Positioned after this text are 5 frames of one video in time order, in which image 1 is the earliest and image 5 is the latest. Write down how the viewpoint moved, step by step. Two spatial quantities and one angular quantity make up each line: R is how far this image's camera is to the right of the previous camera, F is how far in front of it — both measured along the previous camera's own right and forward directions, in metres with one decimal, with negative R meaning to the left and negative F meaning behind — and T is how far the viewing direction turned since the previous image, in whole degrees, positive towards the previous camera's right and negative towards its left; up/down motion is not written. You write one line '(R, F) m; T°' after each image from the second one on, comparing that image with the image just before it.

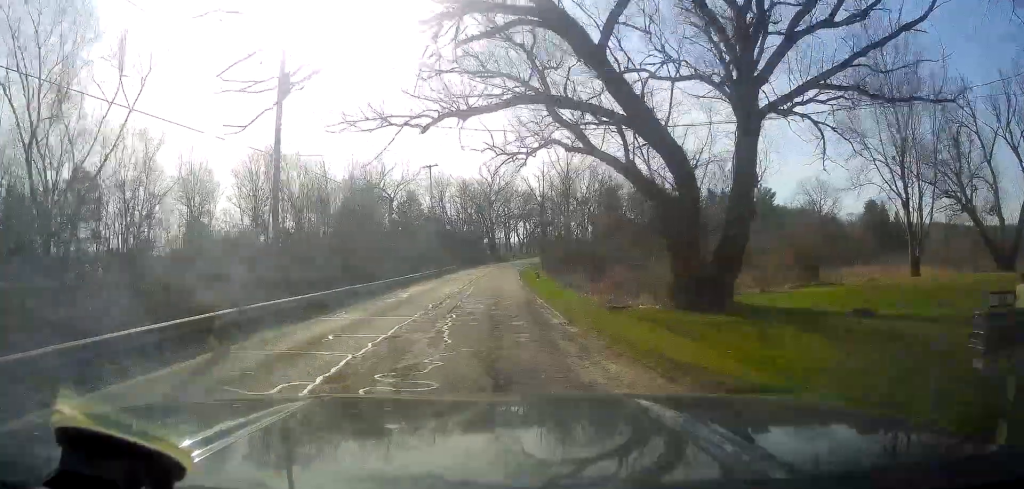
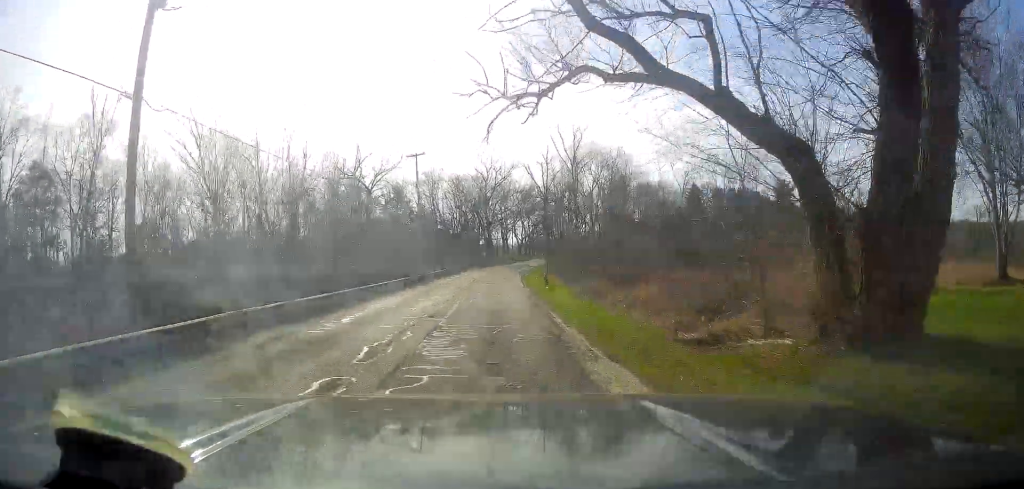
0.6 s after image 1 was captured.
(-0.4, +10.6) m; +1°
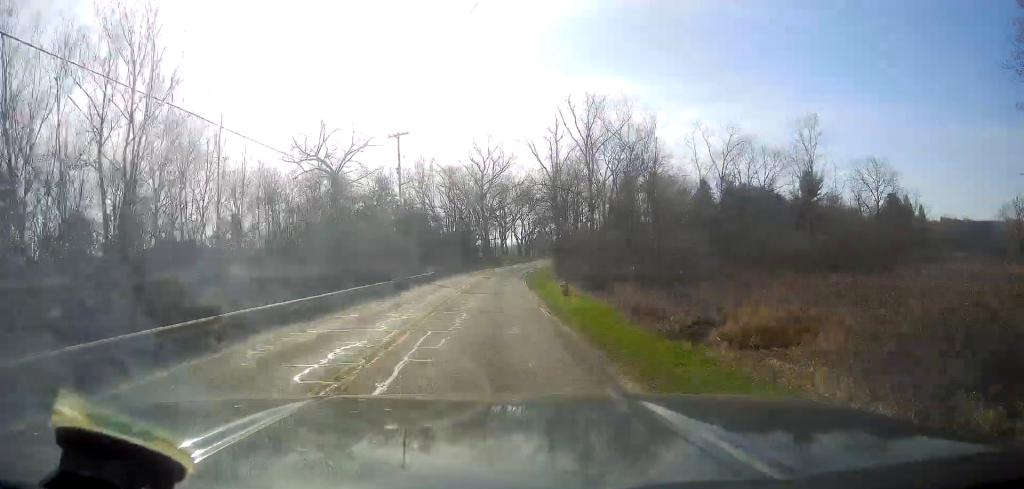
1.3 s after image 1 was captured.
(+0.2, +11.9) m; +1°
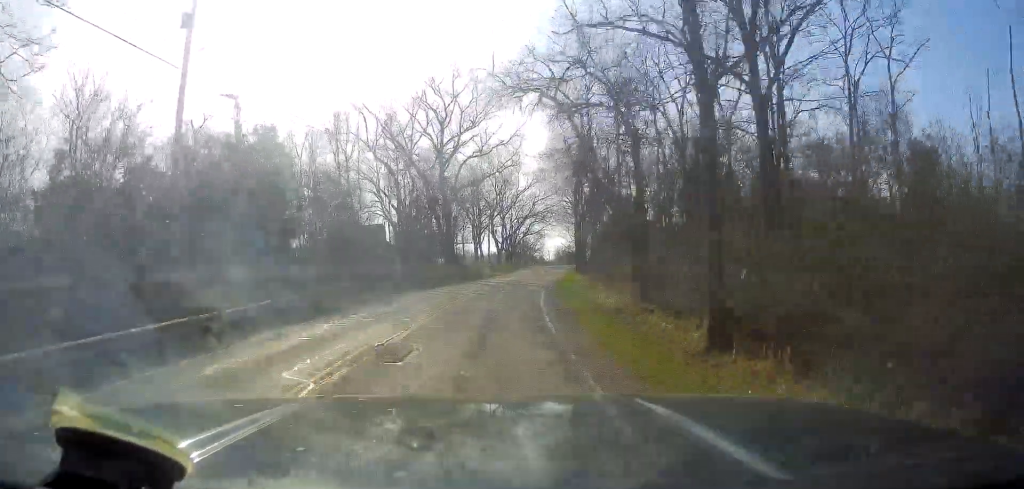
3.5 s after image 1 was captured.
(+1.4, +40.2) m; +4°
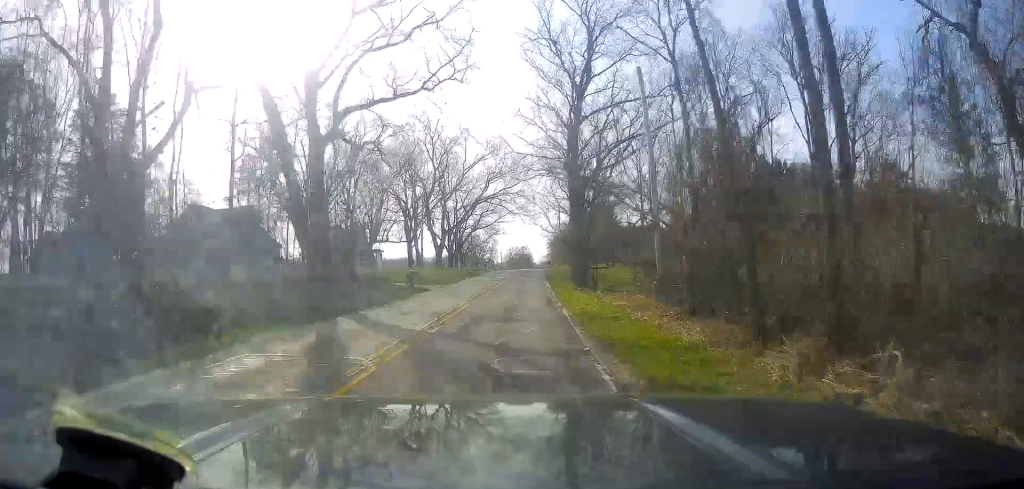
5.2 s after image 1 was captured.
(+0.4, +32.4) m; +2°
